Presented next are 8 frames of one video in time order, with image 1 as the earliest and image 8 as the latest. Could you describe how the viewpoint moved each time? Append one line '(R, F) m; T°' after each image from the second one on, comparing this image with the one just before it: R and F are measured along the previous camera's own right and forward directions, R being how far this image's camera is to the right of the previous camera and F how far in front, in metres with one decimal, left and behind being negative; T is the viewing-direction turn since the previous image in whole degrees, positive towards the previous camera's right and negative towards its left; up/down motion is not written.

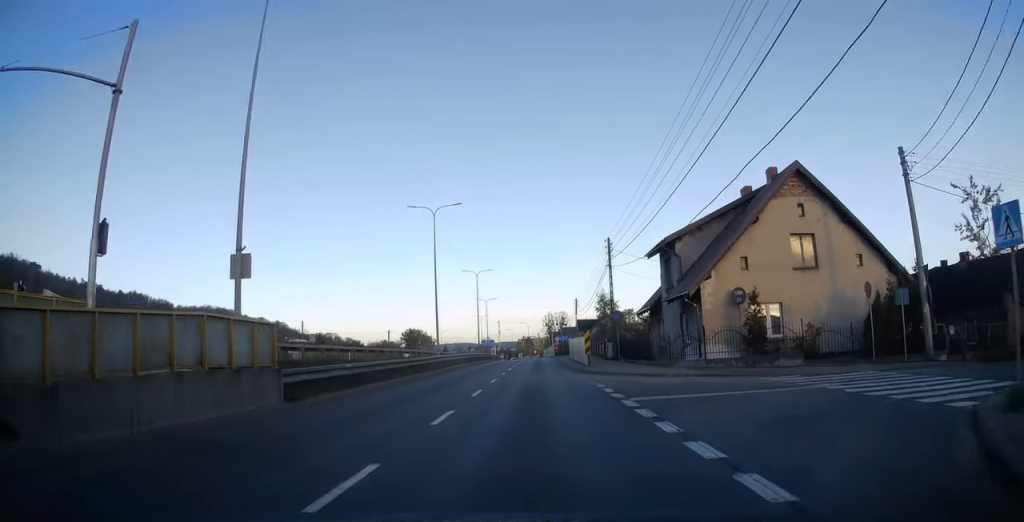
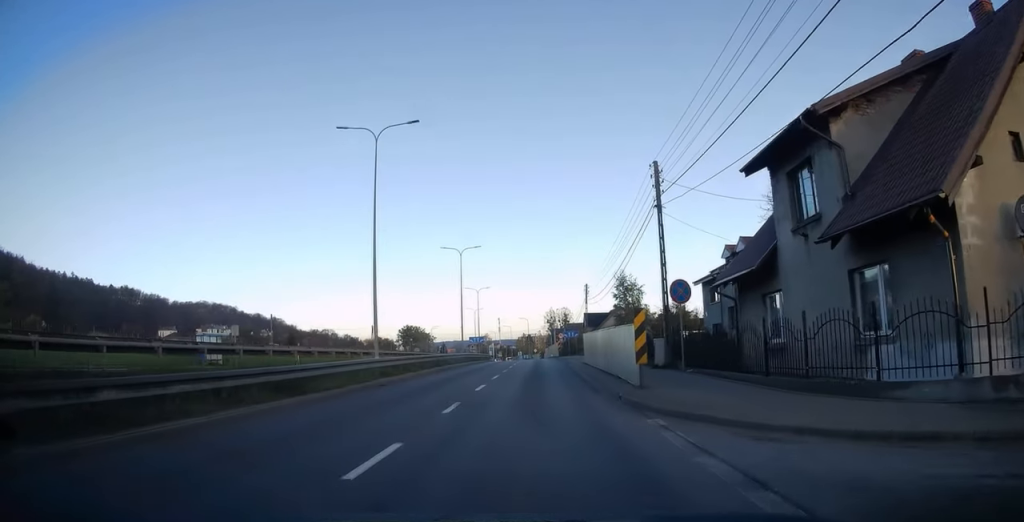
(+0.1, +16.3) m; 0°
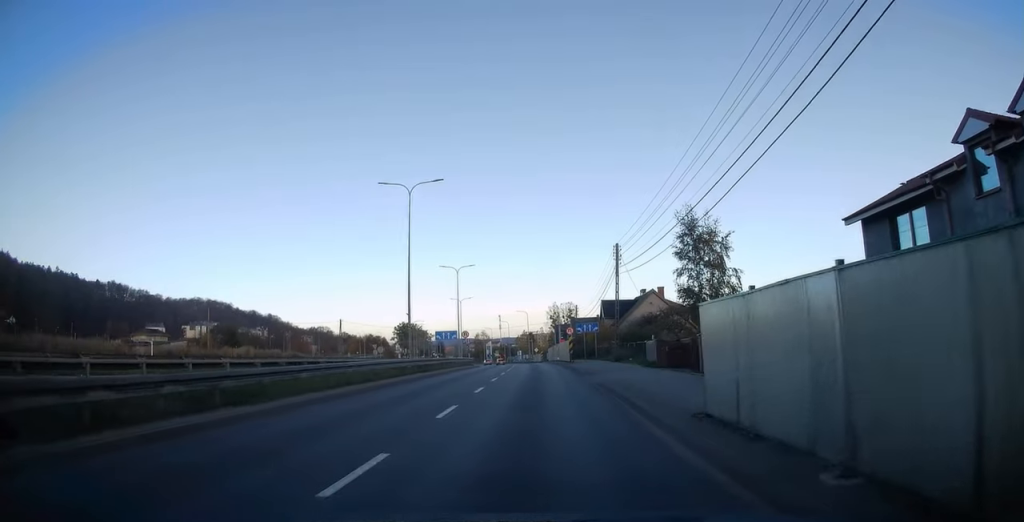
(-0.1, +24.5) m; 0°
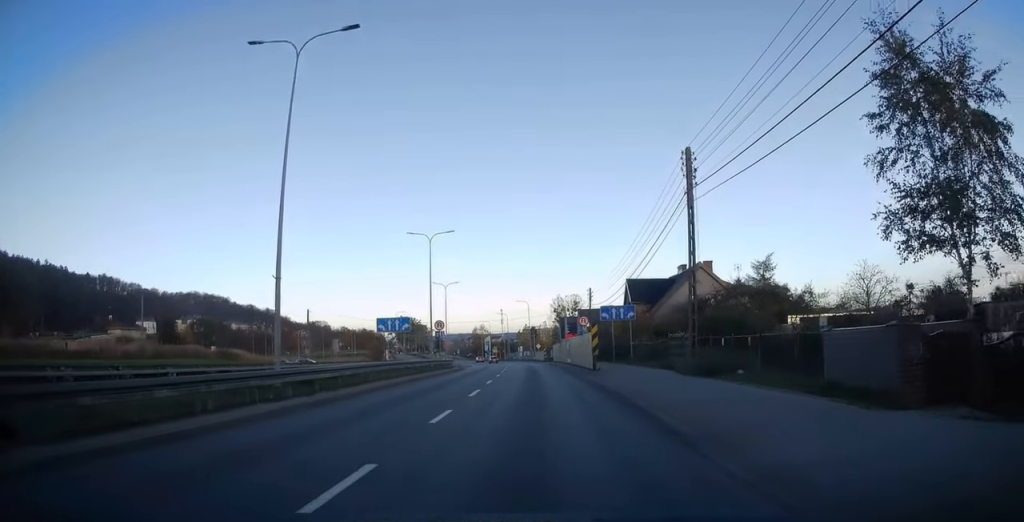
(0.0, +18.4) m; -1°
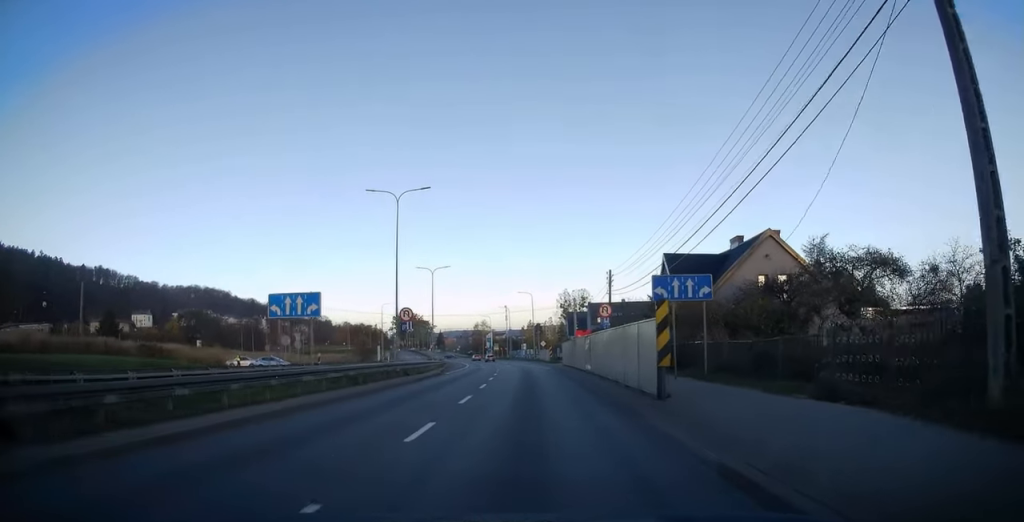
(-0.2, +13.3) m; 0°
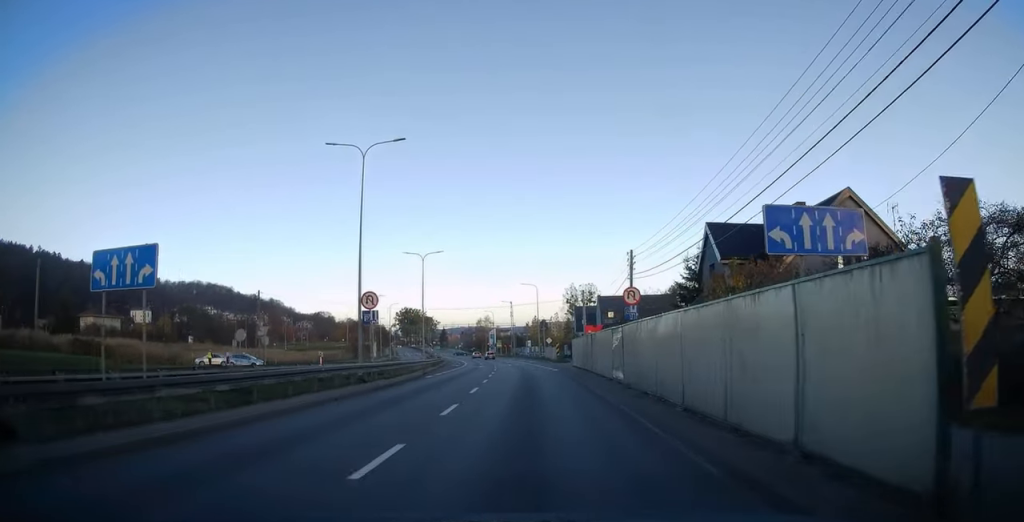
(0.0, +8.5) m; 0°
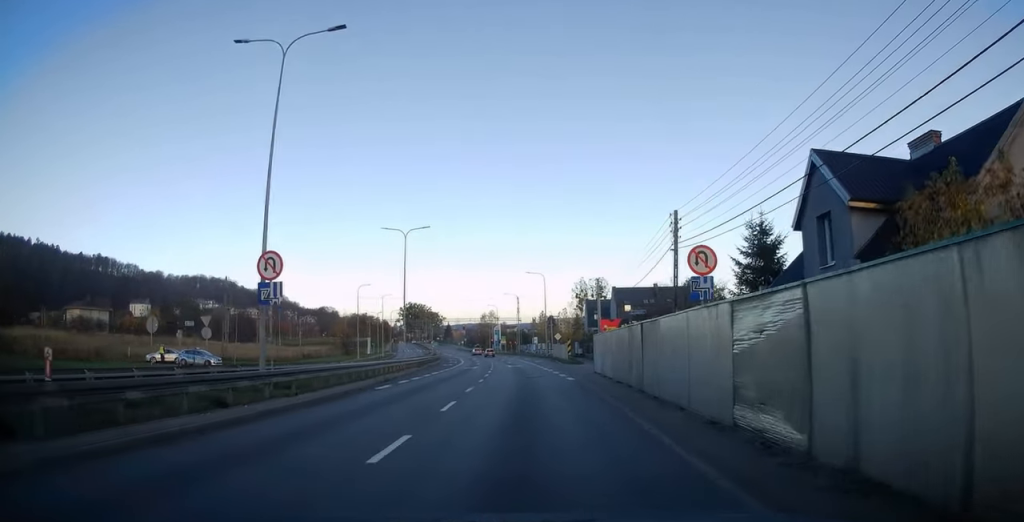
(+0.1, +10.9) m; 0°
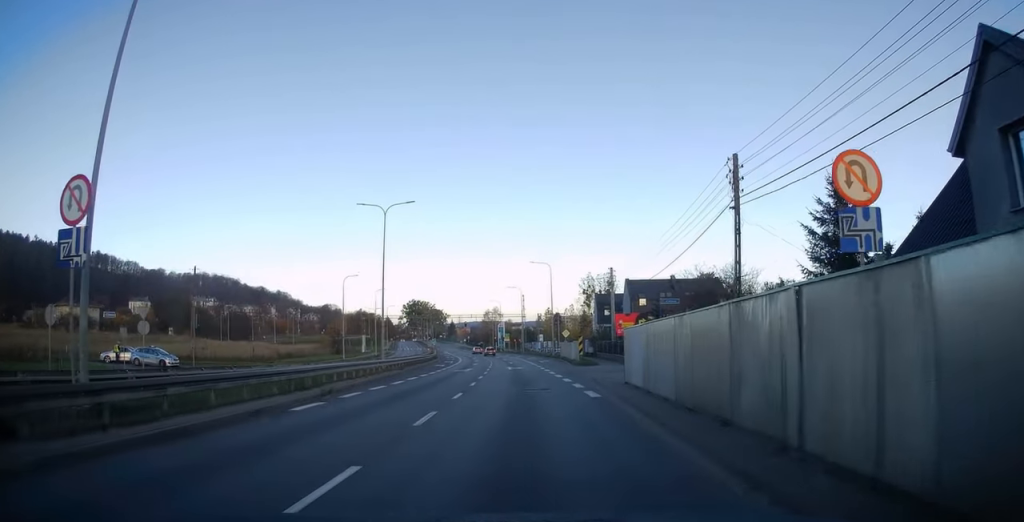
(0.0, +8.2) m; -1°
